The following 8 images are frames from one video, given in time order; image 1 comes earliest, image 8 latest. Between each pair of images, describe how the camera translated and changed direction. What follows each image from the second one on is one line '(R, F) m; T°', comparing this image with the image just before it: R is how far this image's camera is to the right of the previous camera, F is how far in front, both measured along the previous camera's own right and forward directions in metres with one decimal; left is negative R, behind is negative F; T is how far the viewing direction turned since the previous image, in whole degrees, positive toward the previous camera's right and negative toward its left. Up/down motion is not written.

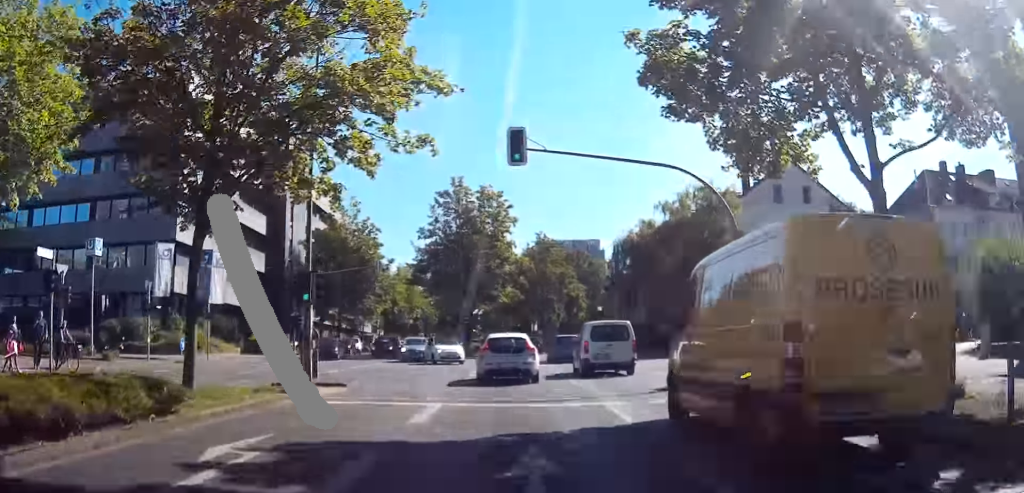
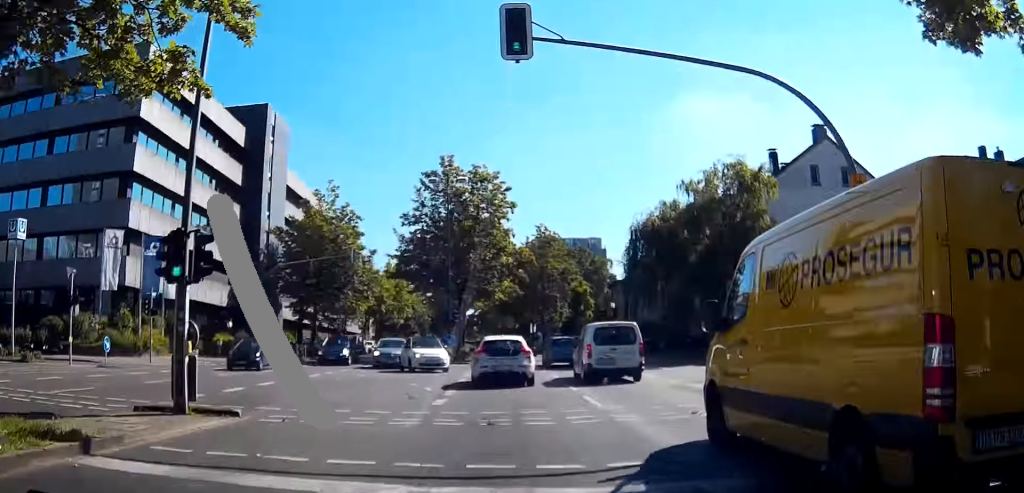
(+0.1, +7.7) m; -11°
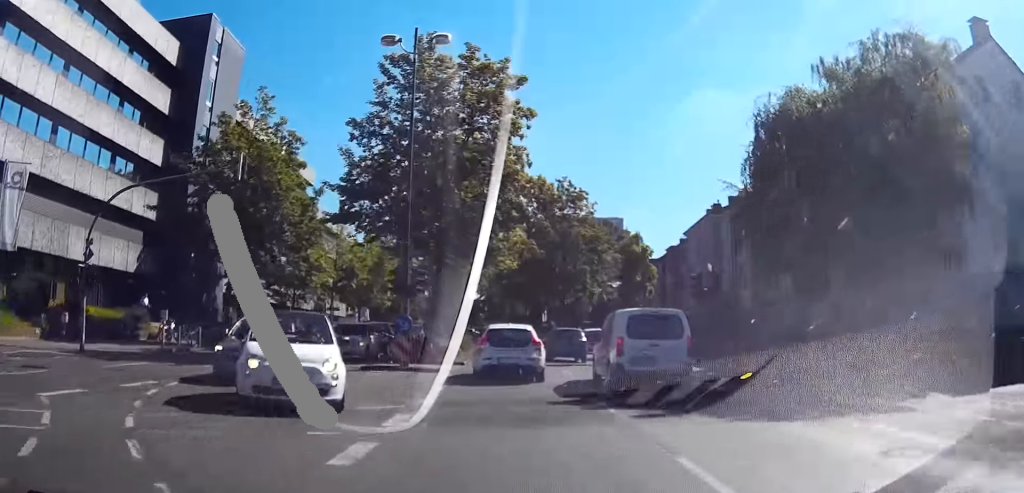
(-2.9, +7.3) m; -6°
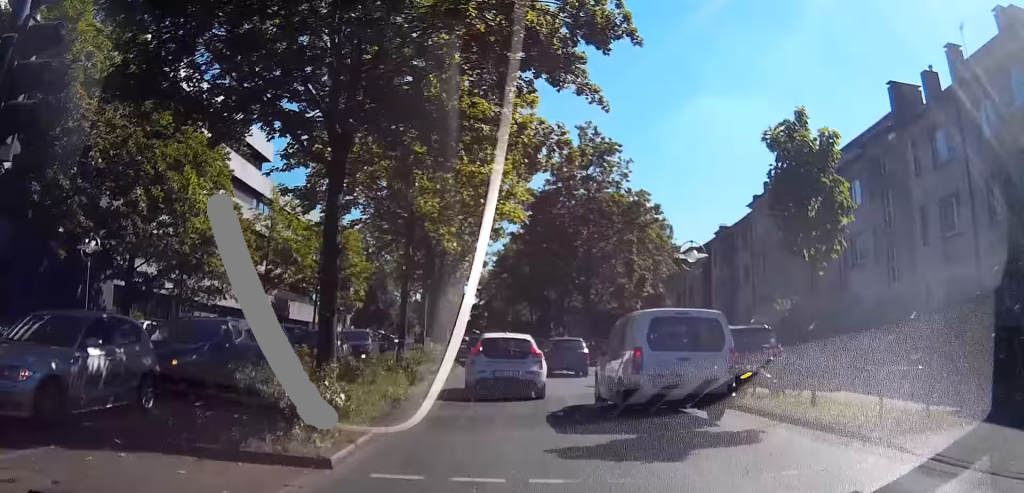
(+5.4, +15.2) m; +23°
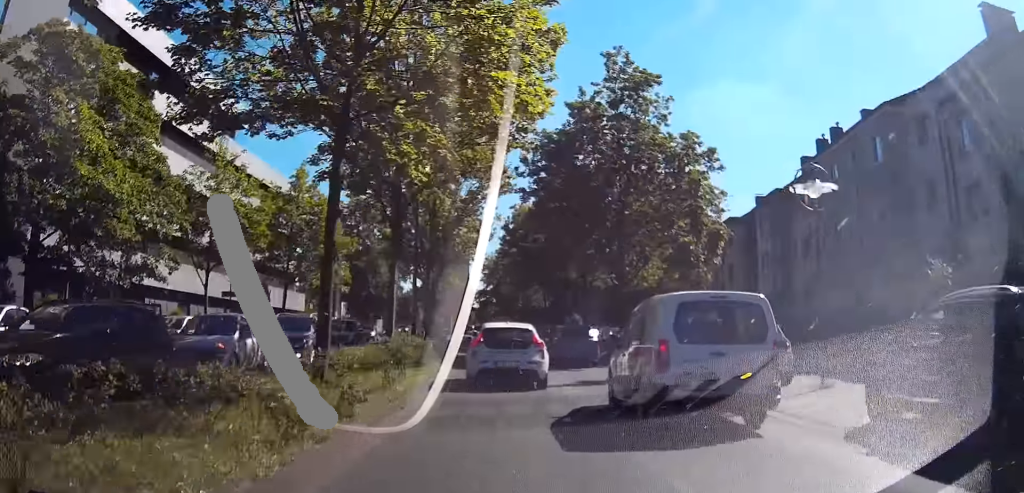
(+0.4, +10.1) m; +2°
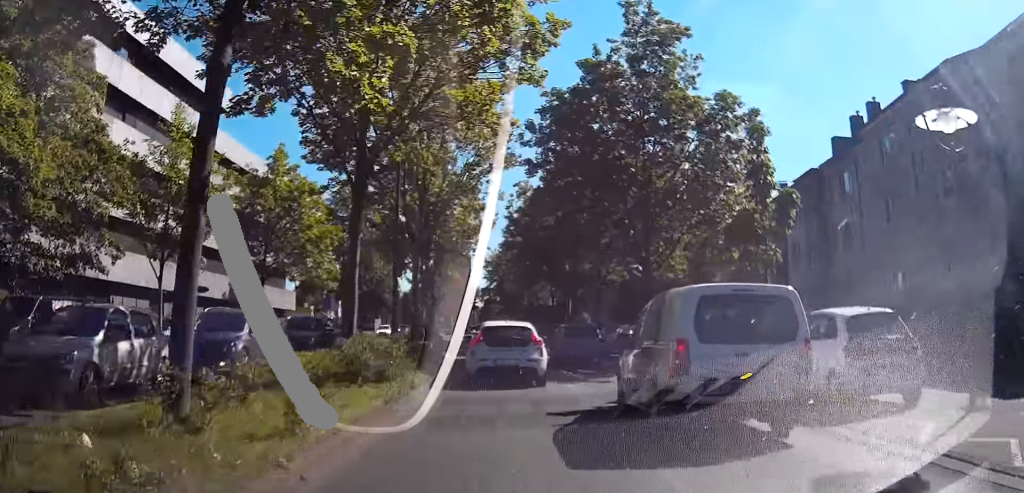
(+0.1, +6.1) m; 0°
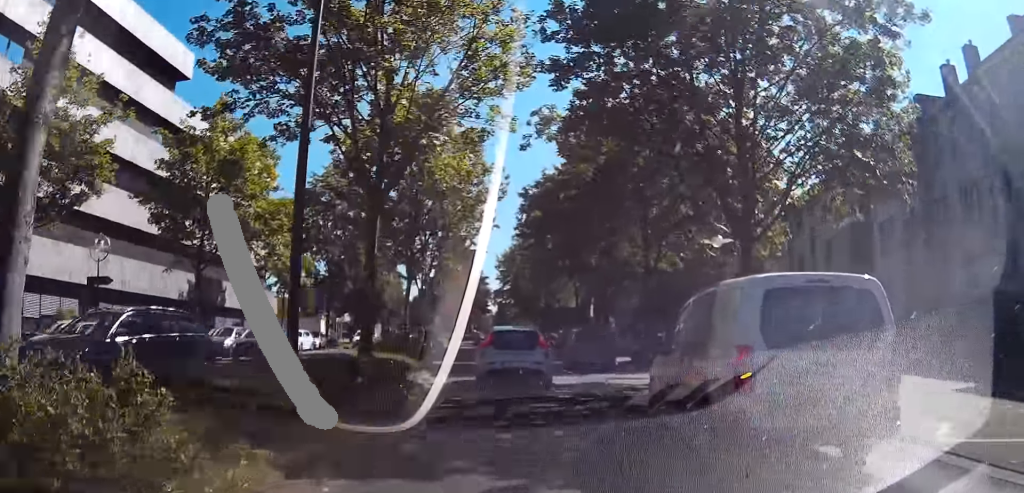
(-0.2, +13.3) m; -2°
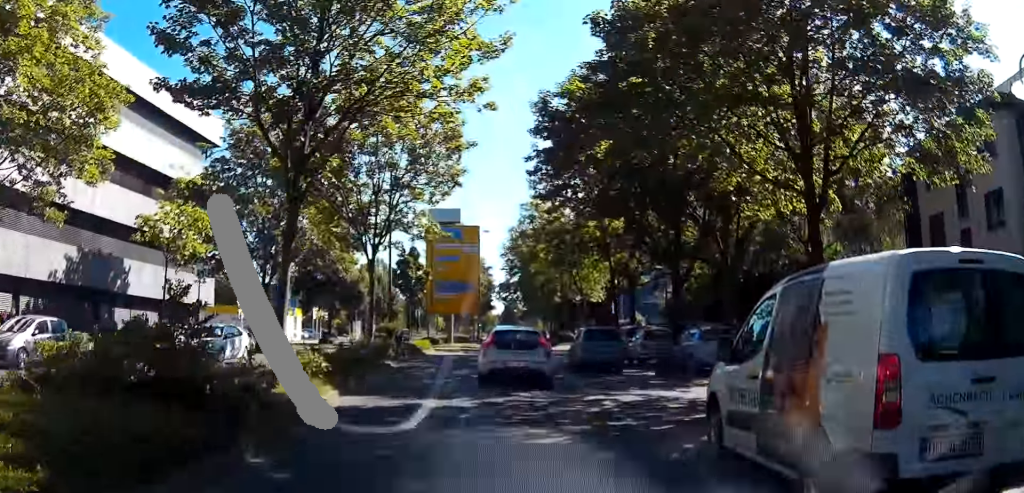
(-0.5, +18.9) m; -4°
